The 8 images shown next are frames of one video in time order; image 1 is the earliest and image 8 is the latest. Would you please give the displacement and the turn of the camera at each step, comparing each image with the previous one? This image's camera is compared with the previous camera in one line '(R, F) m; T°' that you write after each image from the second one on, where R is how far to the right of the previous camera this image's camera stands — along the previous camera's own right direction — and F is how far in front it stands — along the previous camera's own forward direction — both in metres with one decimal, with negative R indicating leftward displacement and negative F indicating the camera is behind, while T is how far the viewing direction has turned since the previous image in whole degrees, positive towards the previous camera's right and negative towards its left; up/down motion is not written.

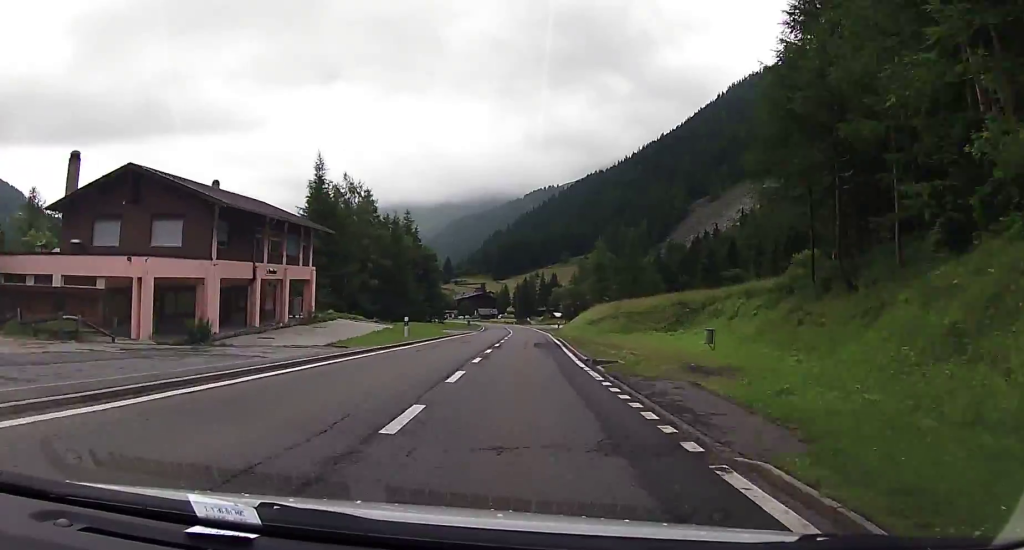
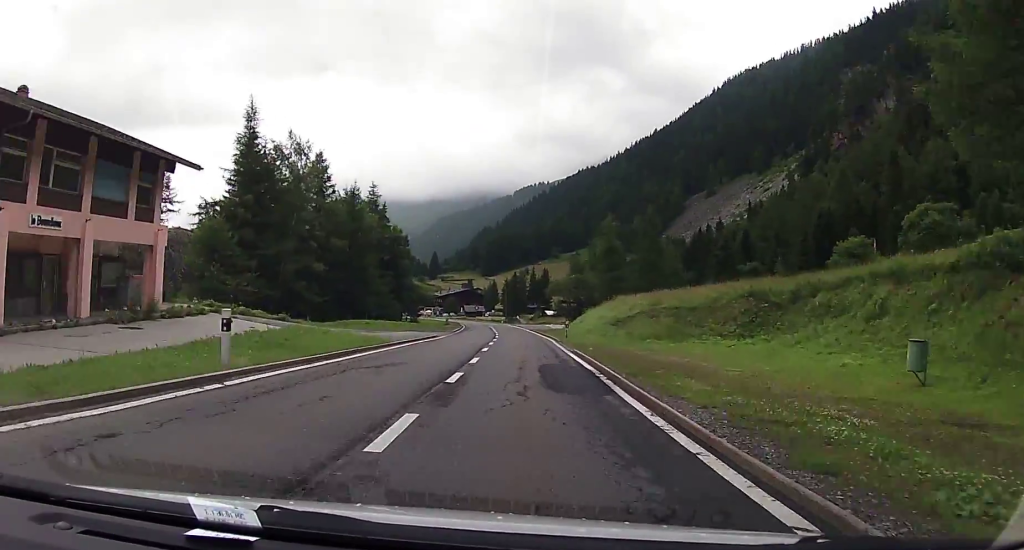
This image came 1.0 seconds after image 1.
(0.0, +19.8) m; +1°
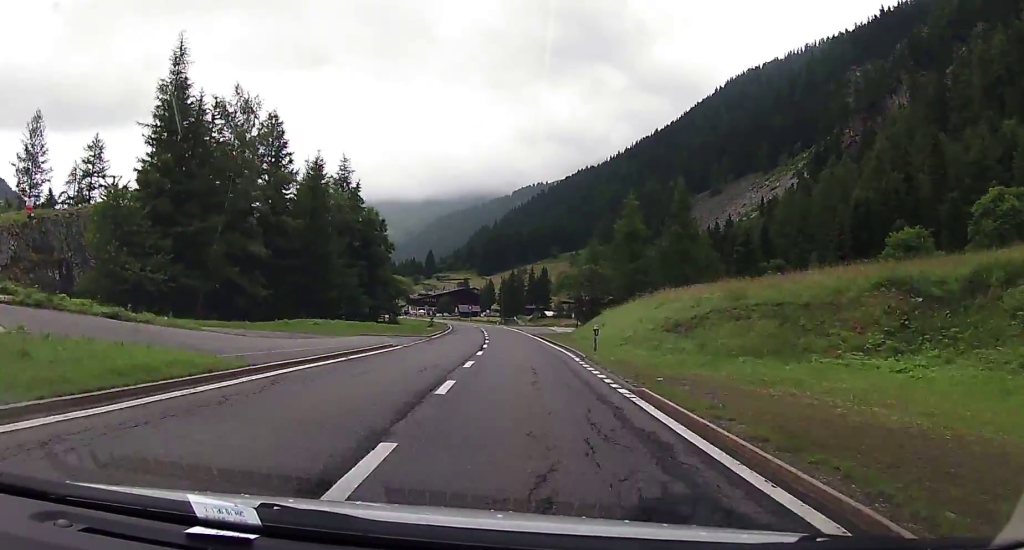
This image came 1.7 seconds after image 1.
(+0.1, +15.6) m; +1°
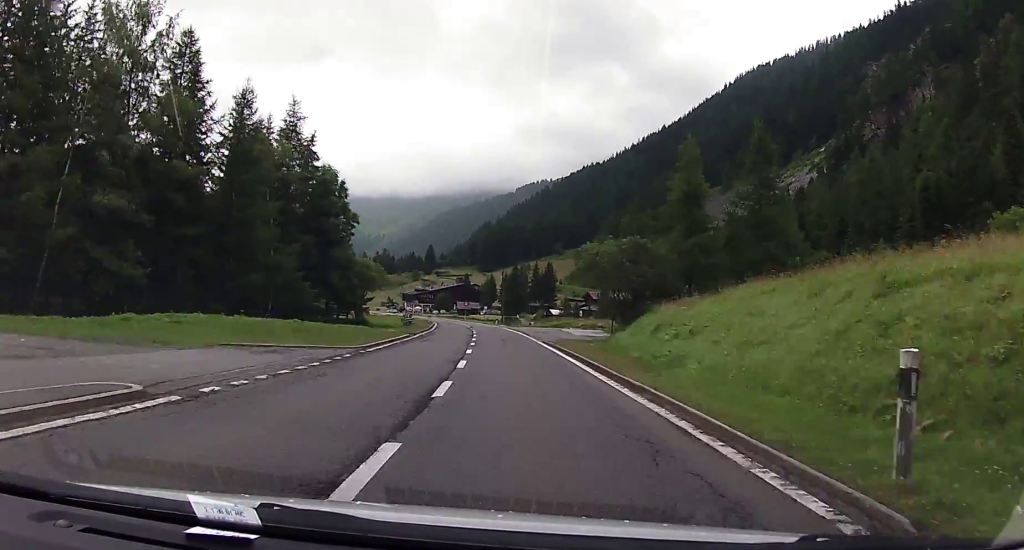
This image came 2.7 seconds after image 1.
(+0.3, +19.8) m; 0°
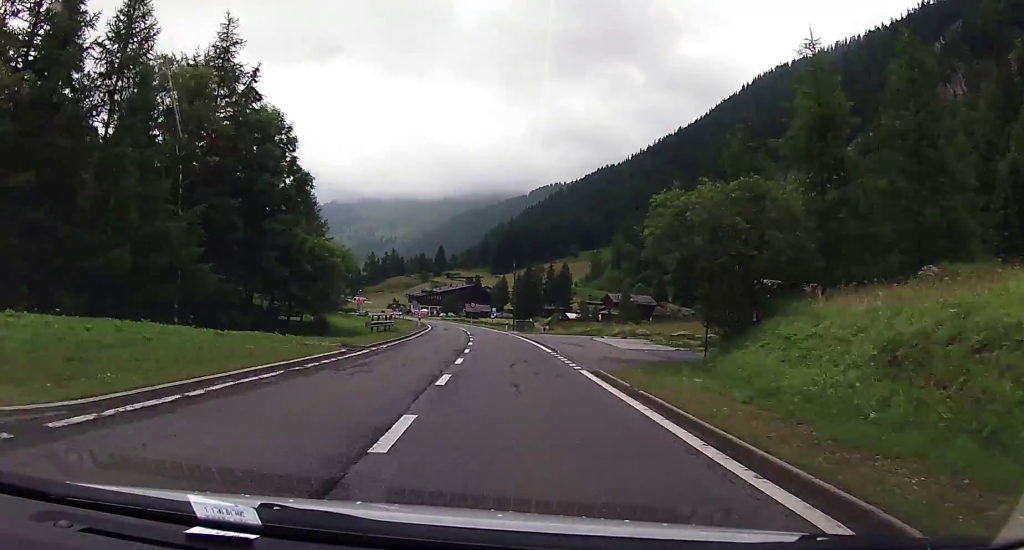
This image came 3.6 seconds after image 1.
(-0.3, +16.8) m; -1°
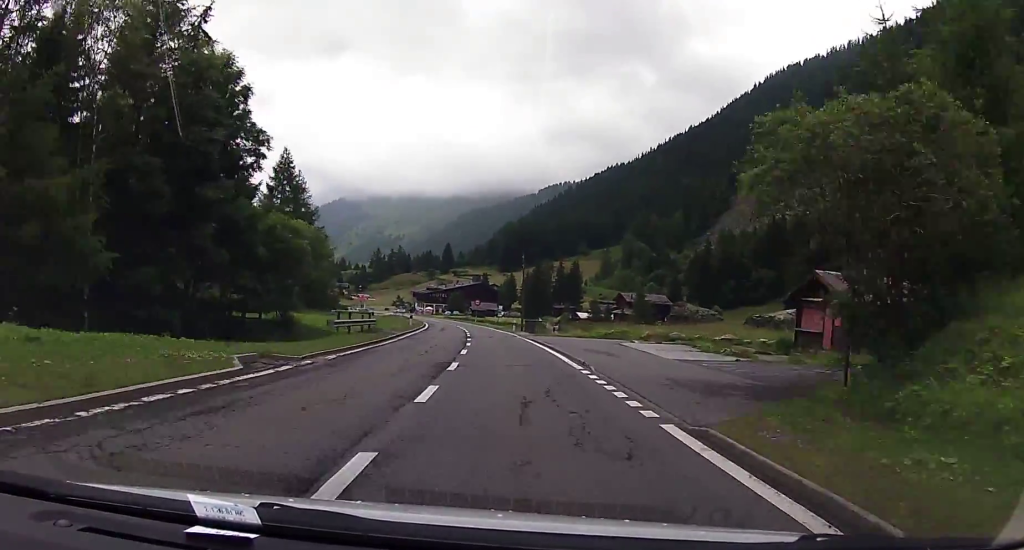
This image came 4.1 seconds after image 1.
(+0.1, +9.0) m; 0°
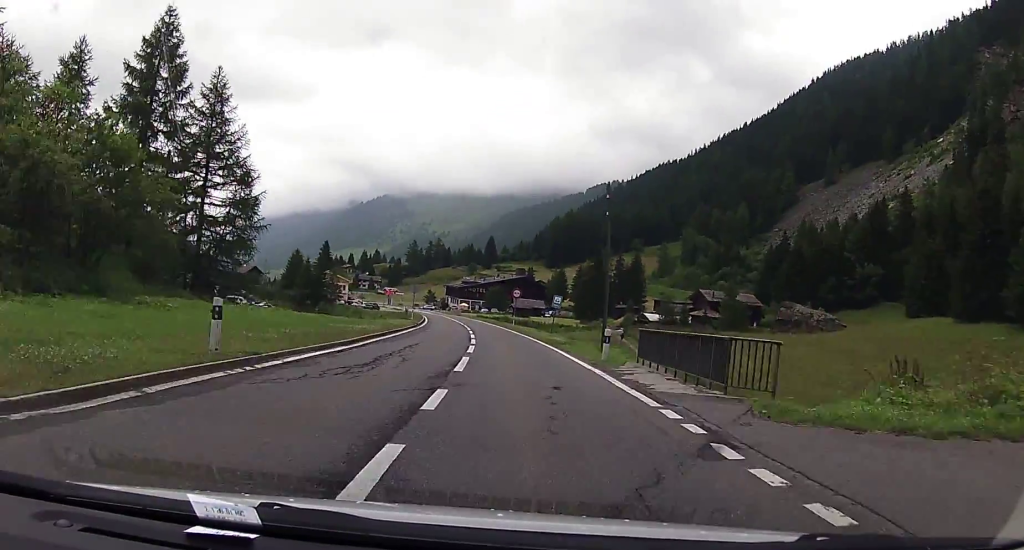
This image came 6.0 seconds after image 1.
(-0.6, +37.8) m; -3°
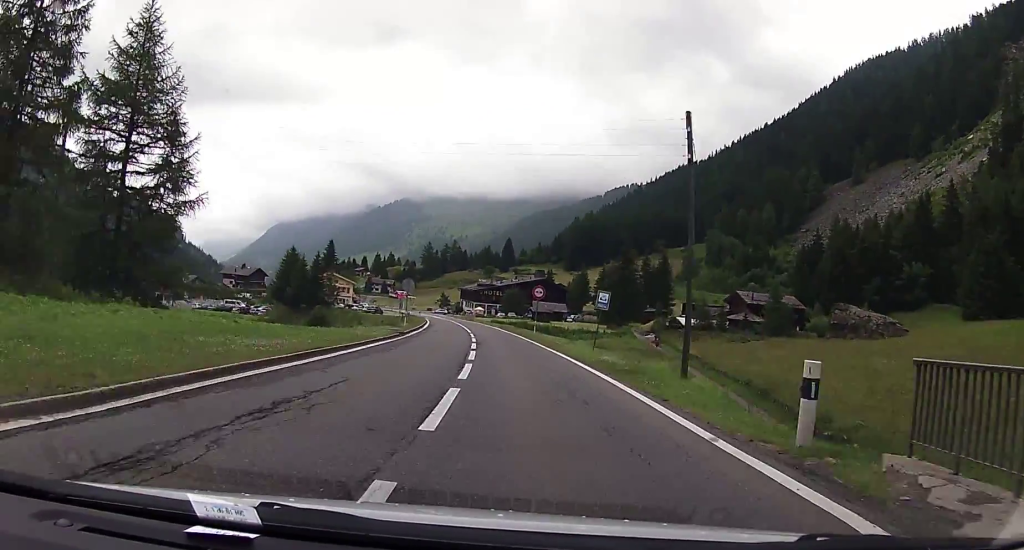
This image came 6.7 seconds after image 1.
(-0.1, +13.9) m; -2°
